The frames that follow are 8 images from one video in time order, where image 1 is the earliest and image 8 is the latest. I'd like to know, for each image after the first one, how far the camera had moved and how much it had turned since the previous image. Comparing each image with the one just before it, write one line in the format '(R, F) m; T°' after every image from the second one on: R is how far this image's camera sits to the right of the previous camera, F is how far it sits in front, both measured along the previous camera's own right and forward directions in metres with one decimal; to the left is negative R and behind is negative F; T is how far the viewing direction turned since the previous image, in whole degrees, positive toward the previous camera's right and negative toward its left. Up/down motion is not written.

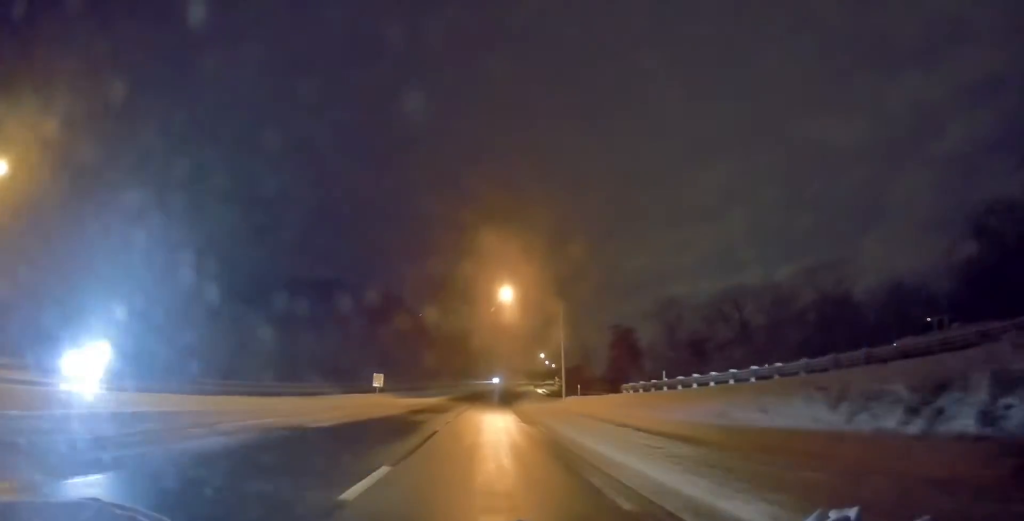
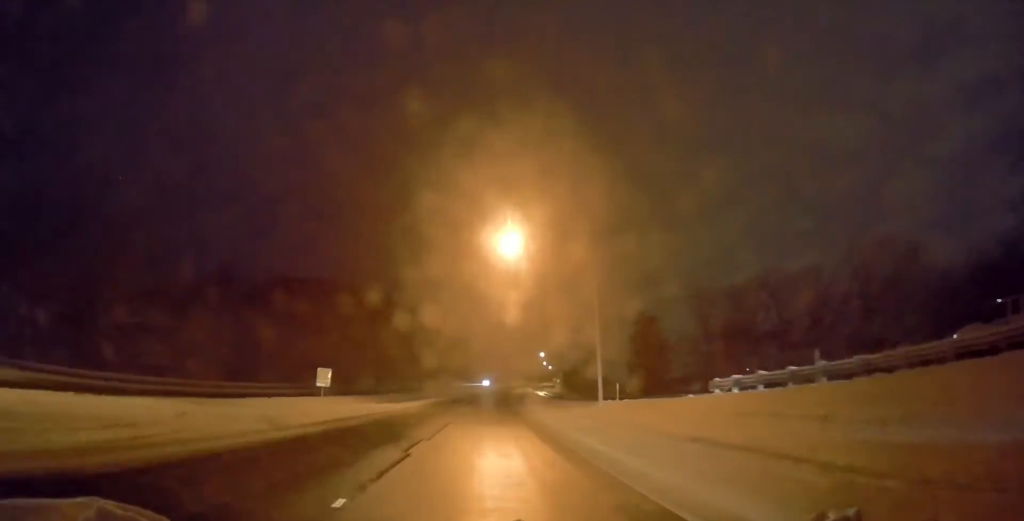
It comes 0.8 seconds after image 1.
(+0.1, +19.0) m; 0°
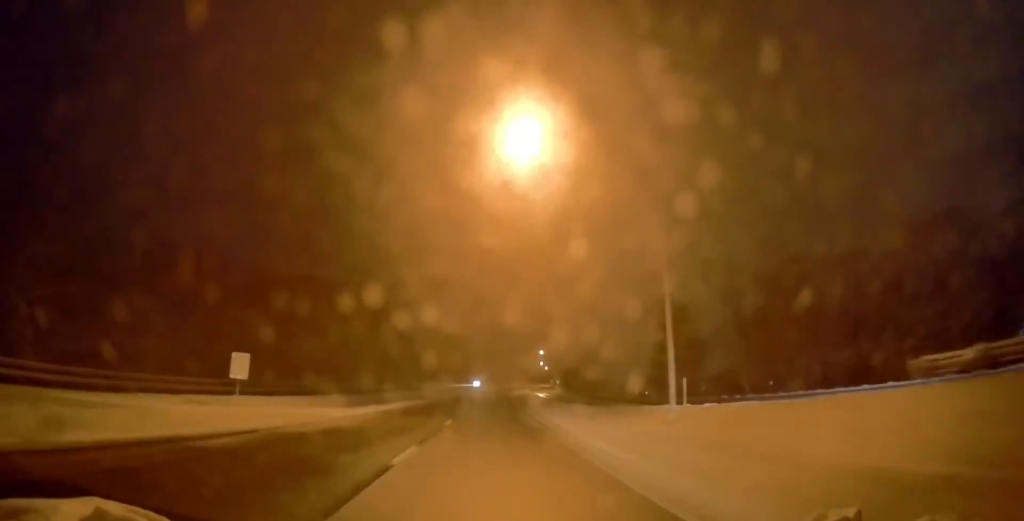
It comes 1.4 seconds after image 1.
(-0.3, +14.3) m; 0°
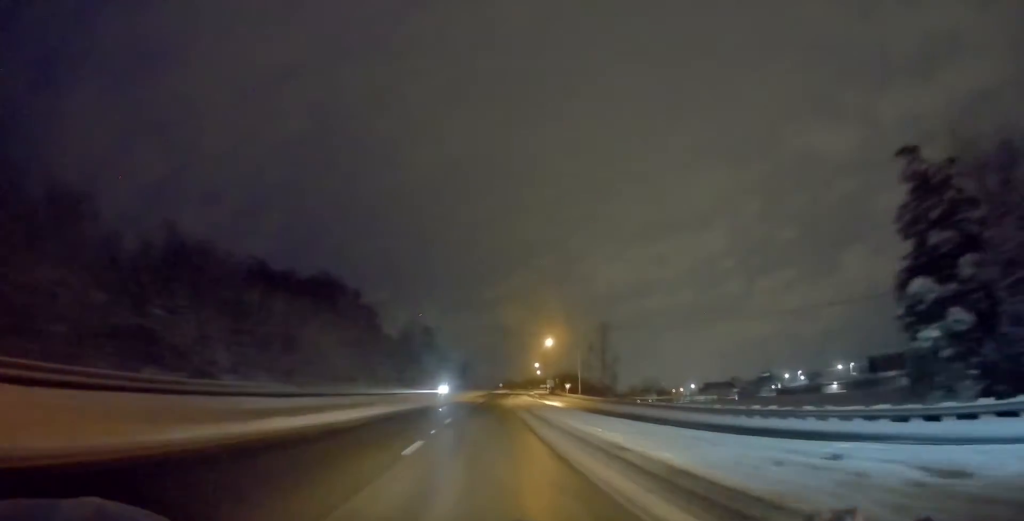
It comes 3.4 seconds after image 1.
(+2.0, +48.1) m; +3°
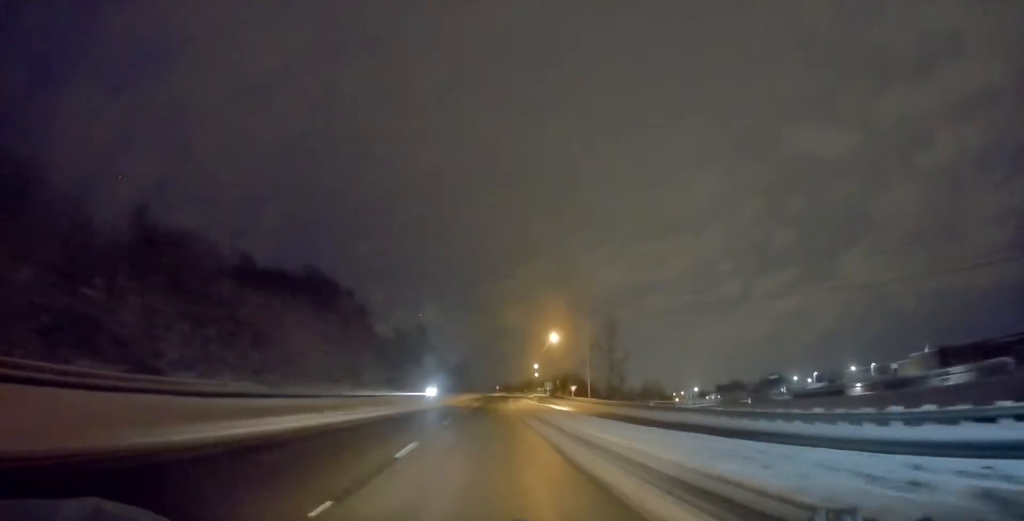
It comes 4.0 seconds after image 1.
(-0.1, +12.7) m; +1°
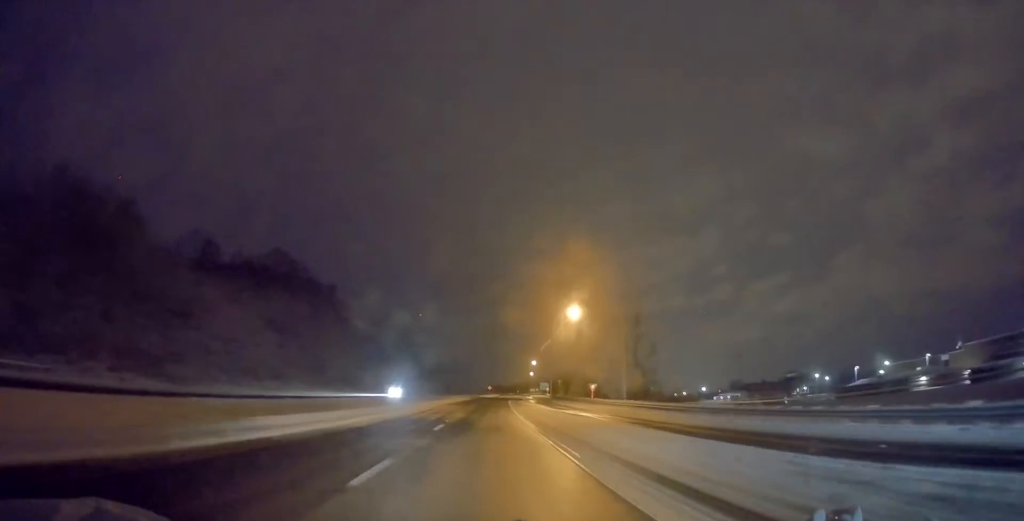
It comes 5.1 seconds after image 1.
(+0.4, +27.8) m; +1°
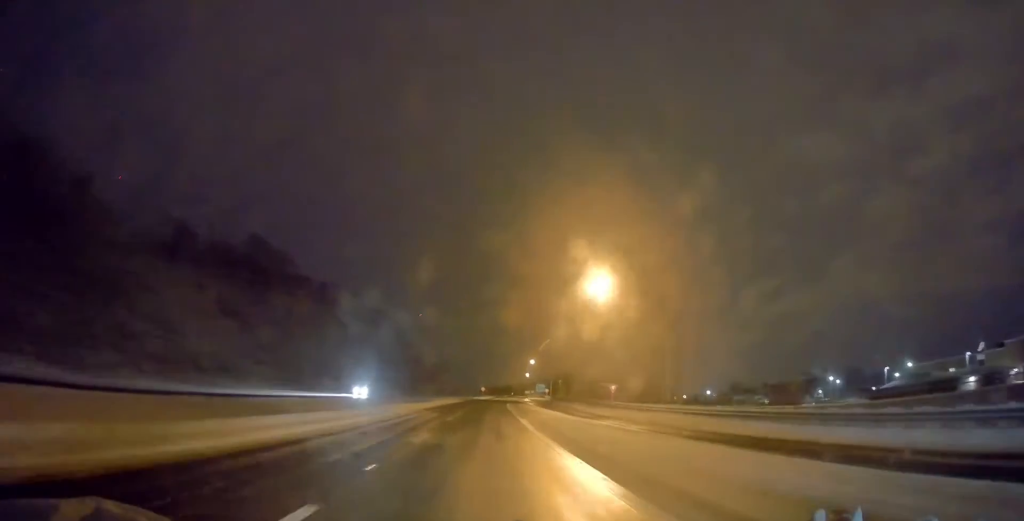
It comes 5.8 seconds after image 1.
(+0.1, +15.9) m; 0°
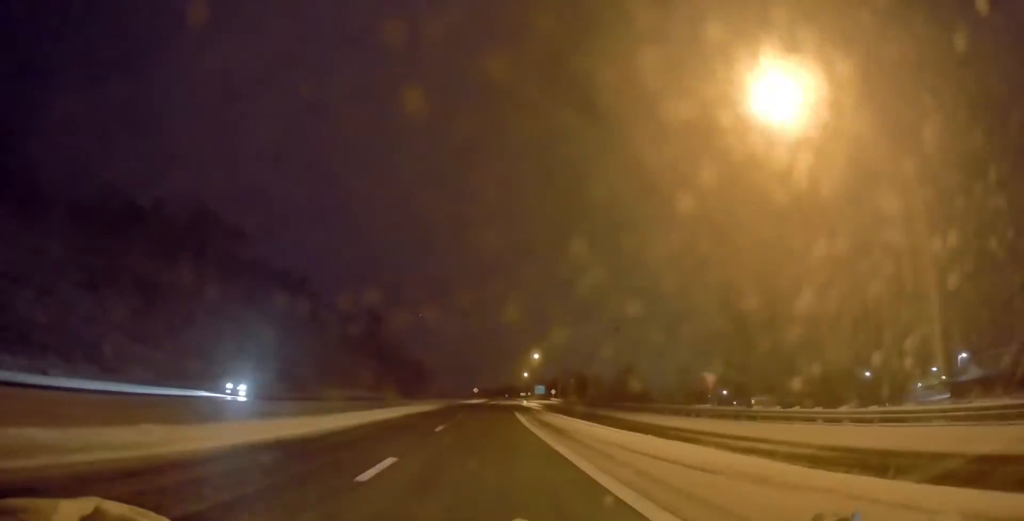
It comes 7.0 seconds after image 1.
(-0.3, +29.7) m; 0°
